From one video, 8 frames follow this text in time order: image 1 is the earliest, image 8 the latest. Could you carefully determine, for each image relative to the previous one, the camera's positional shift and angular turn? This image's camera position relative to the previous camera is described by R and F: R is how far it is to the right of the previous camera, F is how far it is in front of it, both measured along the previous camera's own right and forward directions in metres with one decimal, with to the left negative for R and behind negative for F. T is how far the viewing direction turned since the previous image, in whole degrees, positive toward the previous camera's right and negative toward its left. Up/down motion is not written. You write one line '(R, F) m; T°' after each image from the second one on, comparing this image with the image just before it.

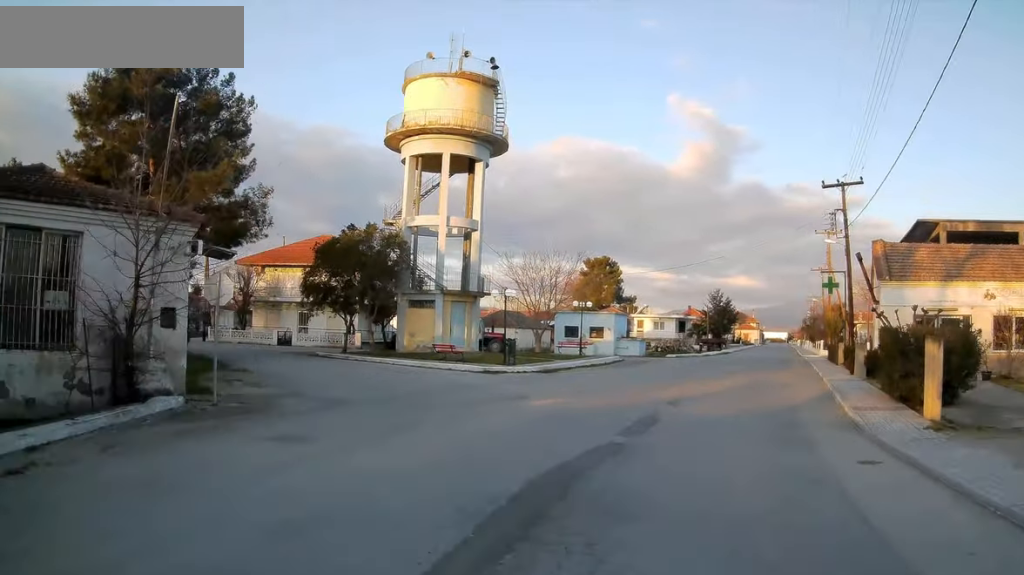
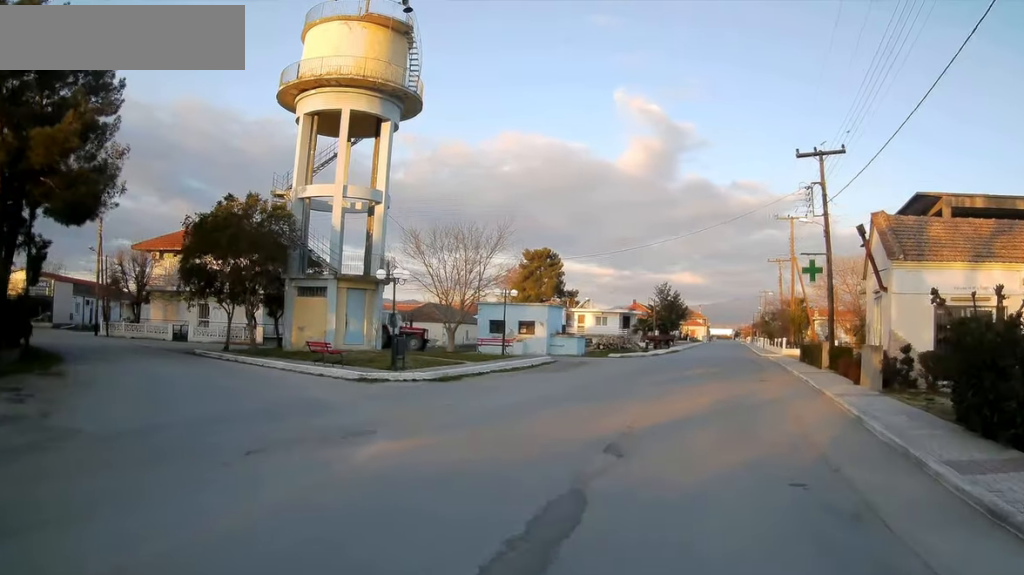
(-0.3, +6.8) m; +1°
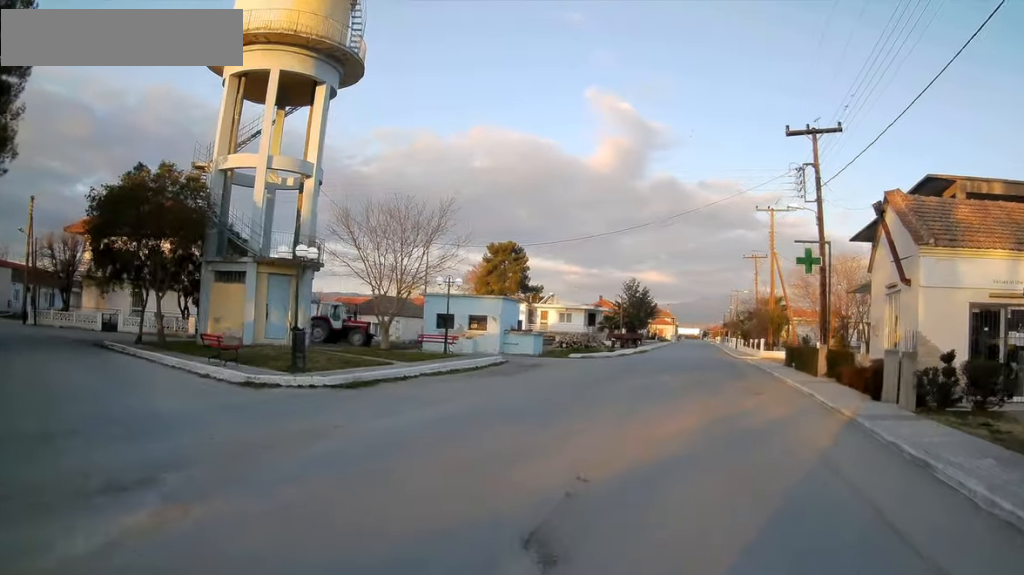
(+0.2, +3.9) m; +7°
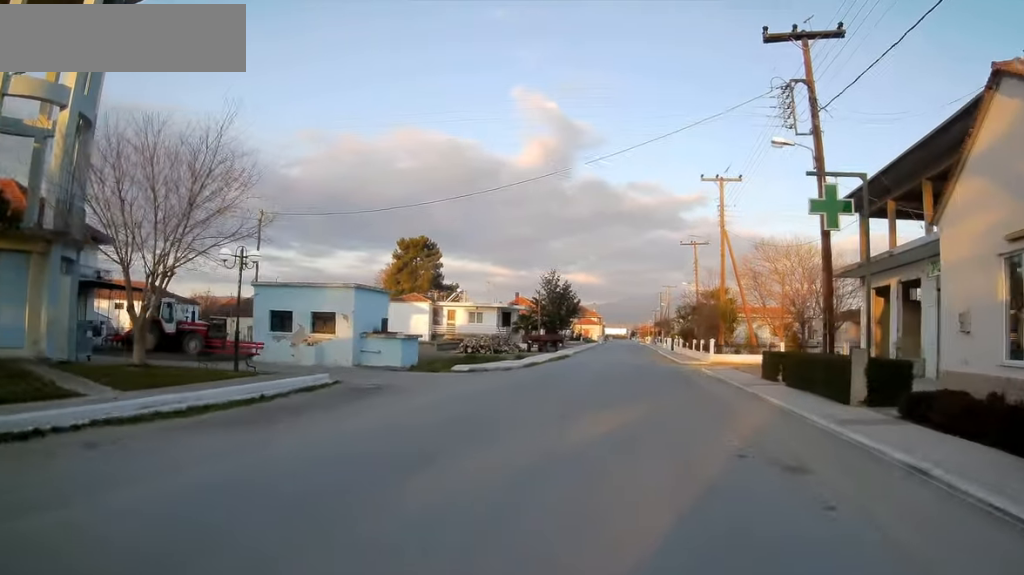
(+1.1, +8.7) m; +10°
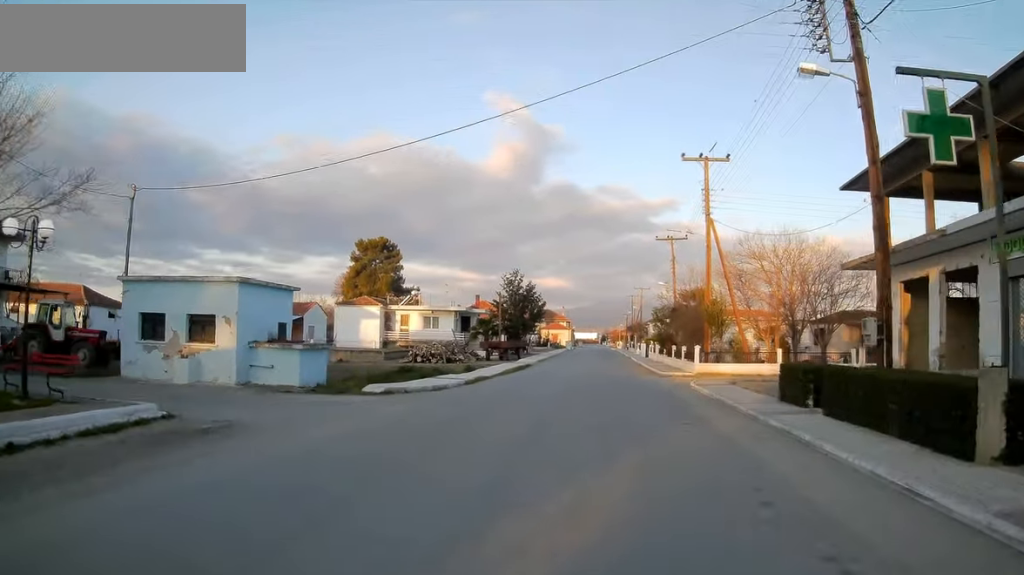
(0.0, +5.6) m; -1°
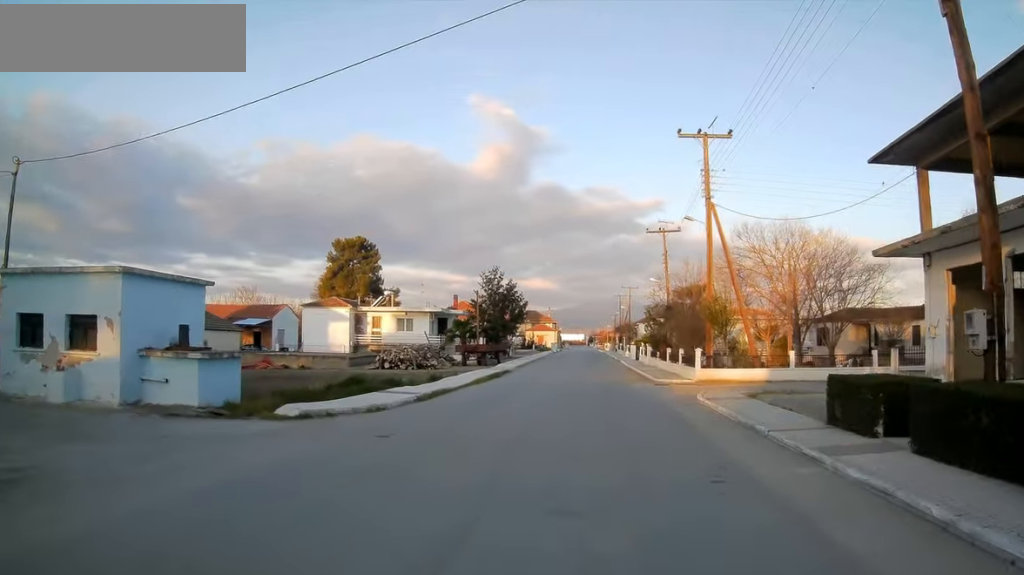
(0.0, +4.5) m; -3°
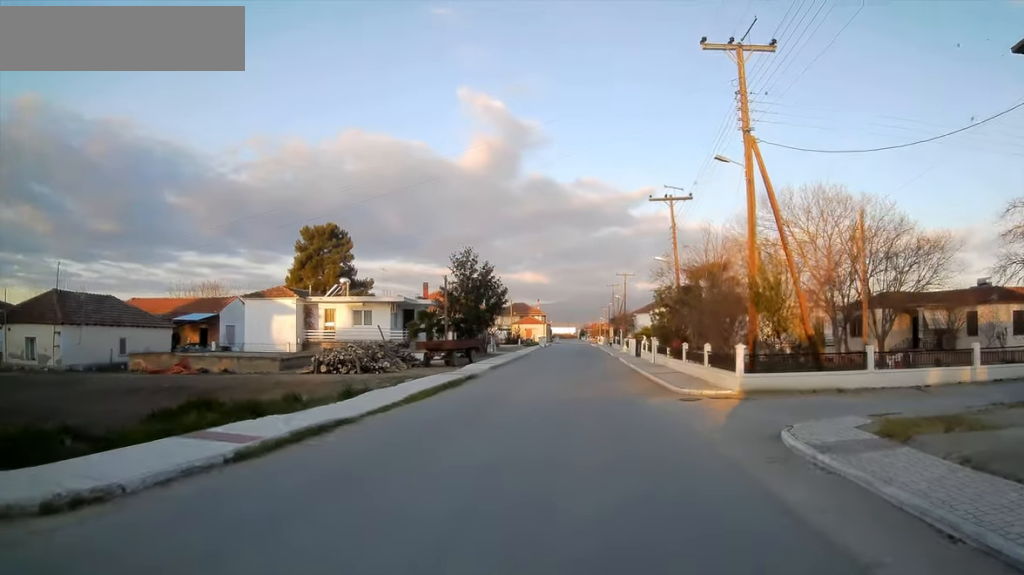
(-0.1, +8.9) m; +4°
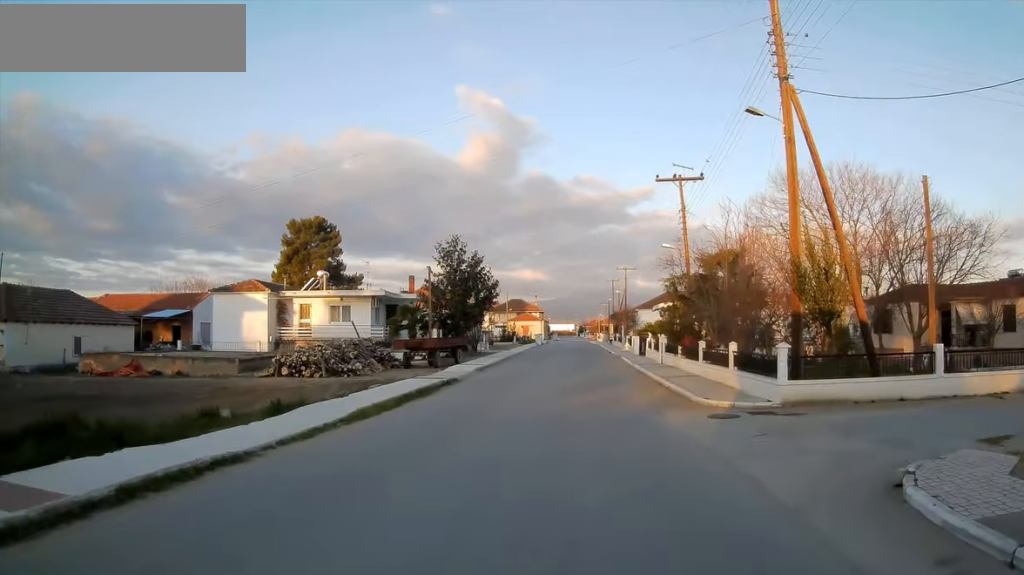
(+0.5, +4.0) m; +2°
